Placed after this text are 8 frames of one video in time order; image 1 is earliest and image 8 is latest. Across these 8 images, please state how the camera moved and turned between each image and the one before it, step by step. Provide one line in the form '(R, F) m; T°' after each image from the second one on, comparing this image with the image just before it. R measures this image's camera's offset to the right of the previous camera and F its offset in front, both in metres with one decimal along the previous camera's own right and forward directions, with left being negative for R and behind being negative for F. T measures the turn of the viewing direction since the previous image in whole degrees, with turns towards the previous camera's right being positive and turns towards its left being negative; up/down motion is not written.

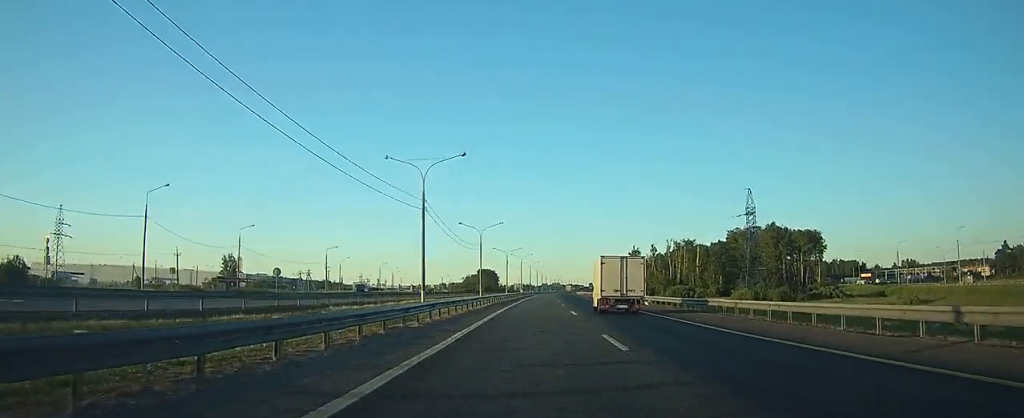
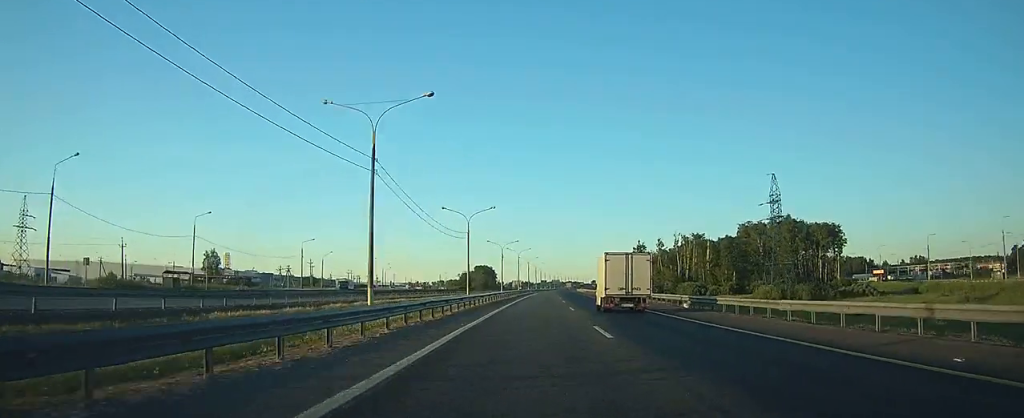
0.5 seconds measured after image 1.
(0.0, +13.7) m; 0°
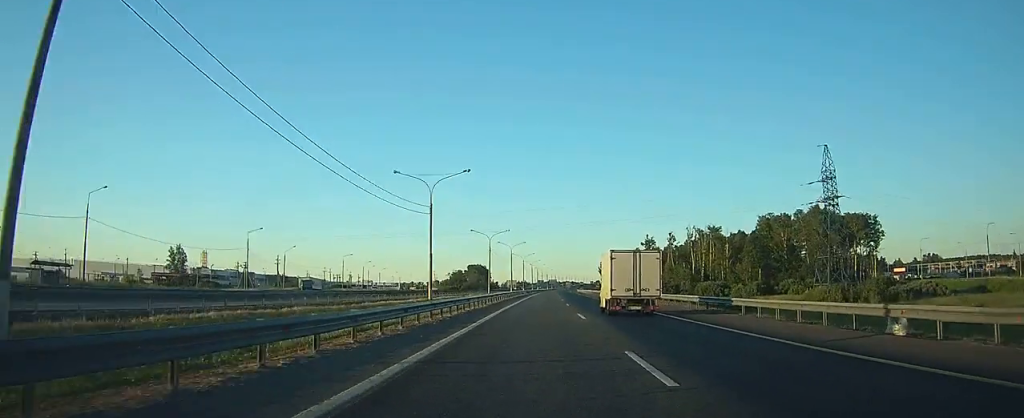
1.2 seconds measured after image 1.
(0.0, +22.6) m; 0°
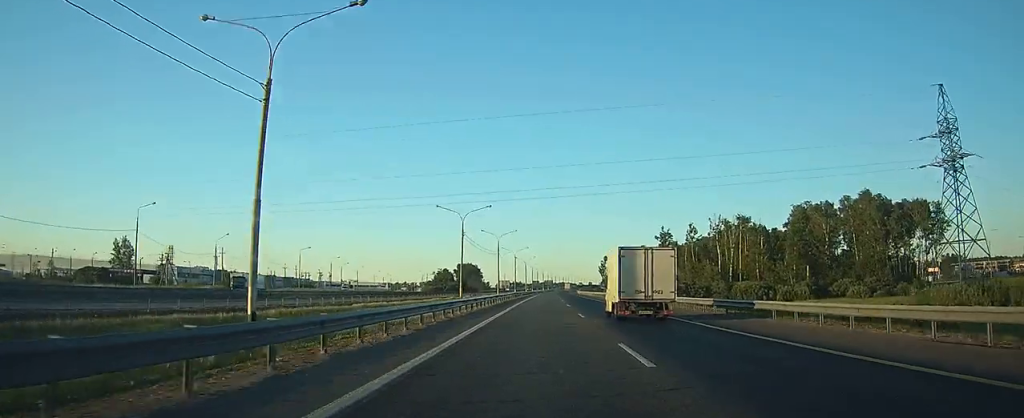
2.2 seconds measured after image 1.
(+0.1, +29.5) m; 0°
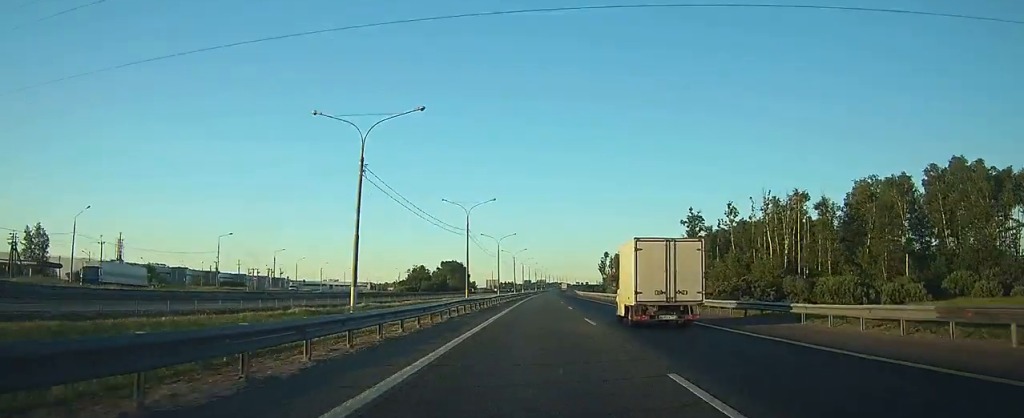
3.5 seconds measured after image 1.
(+0.2, +36.6) m; +1°
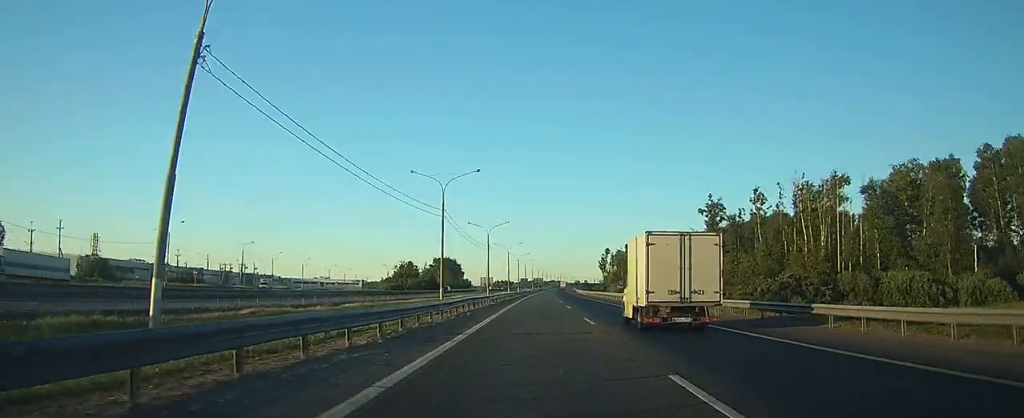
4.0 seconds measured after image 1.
(0.0, +15.9) m; 0°
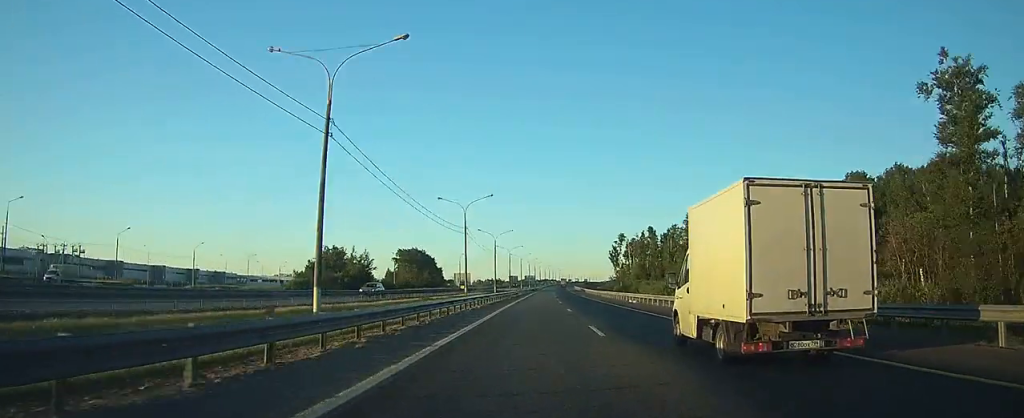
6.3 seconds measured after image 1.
(+0.6, +68.2) m; +1°
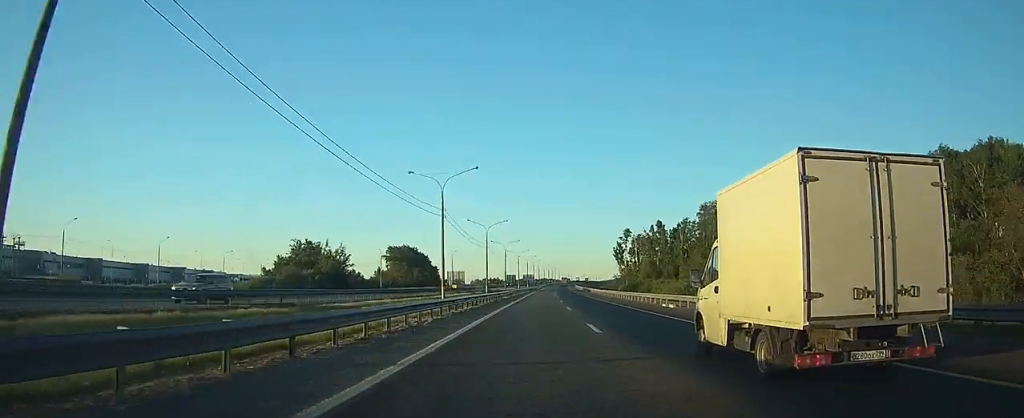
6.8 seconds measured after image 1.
(0.0, +15.2) m; 0°
